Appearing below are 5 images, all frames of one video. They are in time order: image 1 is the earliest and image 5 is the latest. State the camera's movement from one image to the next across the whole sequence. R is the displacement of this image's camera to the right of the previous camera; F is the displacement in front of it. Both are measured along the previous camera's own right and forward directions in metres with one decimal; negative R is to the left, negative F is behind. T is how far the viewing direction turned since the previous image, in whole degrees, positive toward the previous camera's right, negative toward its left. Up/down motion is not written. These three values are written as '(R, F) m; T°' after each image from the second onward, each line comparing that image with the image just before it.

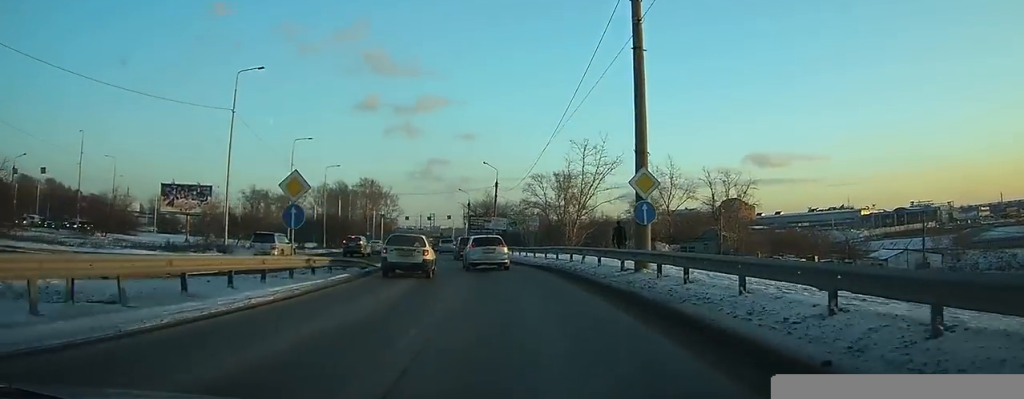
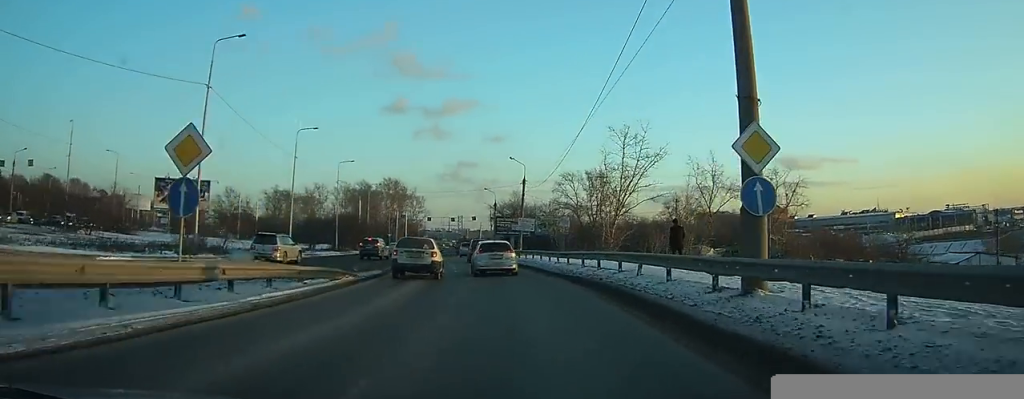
(-0.2, +7.1) m; -3°
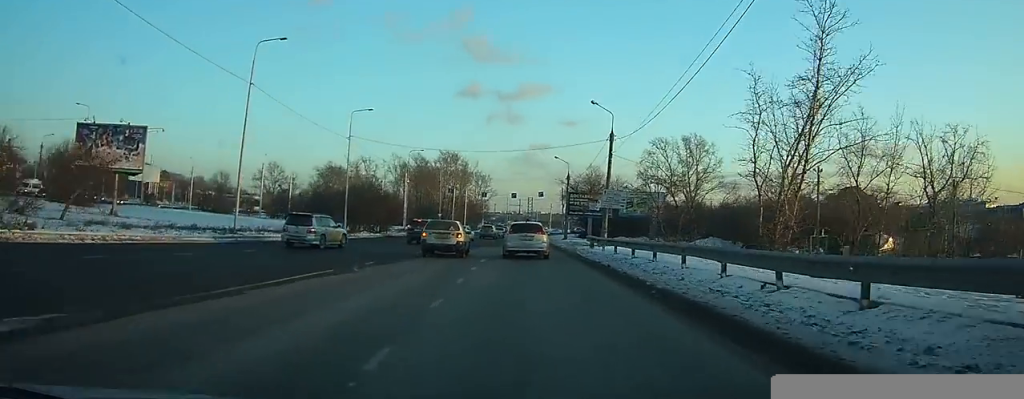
(-2.1, +23.1) m; -10°
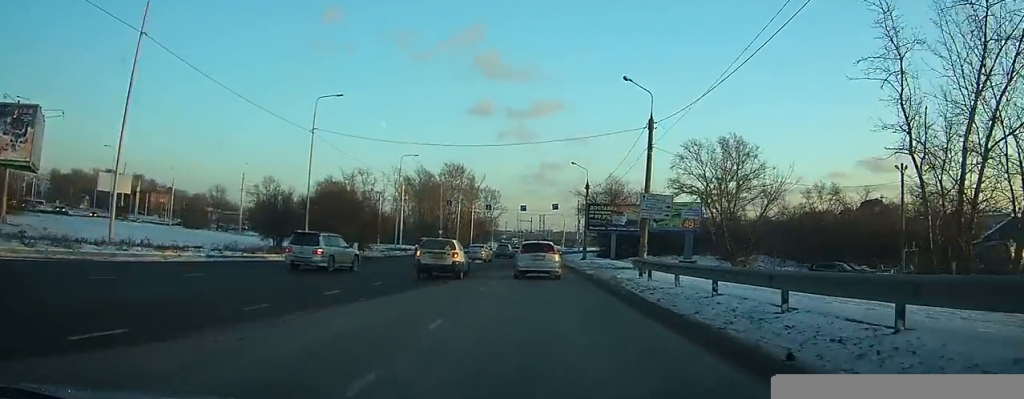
(-0.5, +12.5) m; -4°
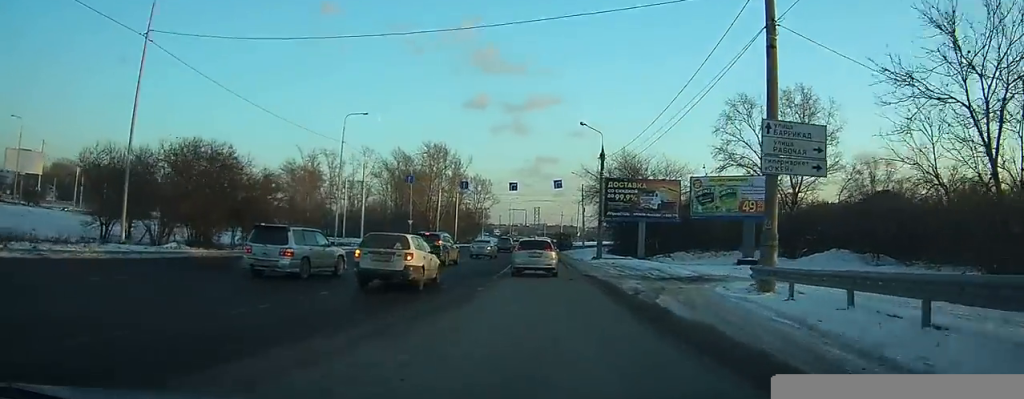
(-0.8, +20.3) m; -3°
